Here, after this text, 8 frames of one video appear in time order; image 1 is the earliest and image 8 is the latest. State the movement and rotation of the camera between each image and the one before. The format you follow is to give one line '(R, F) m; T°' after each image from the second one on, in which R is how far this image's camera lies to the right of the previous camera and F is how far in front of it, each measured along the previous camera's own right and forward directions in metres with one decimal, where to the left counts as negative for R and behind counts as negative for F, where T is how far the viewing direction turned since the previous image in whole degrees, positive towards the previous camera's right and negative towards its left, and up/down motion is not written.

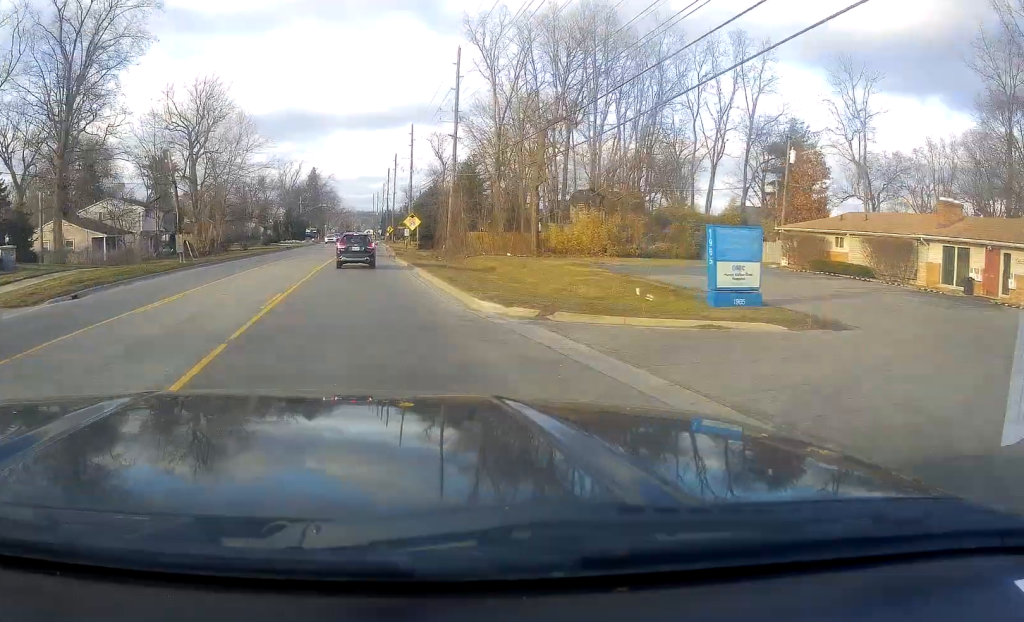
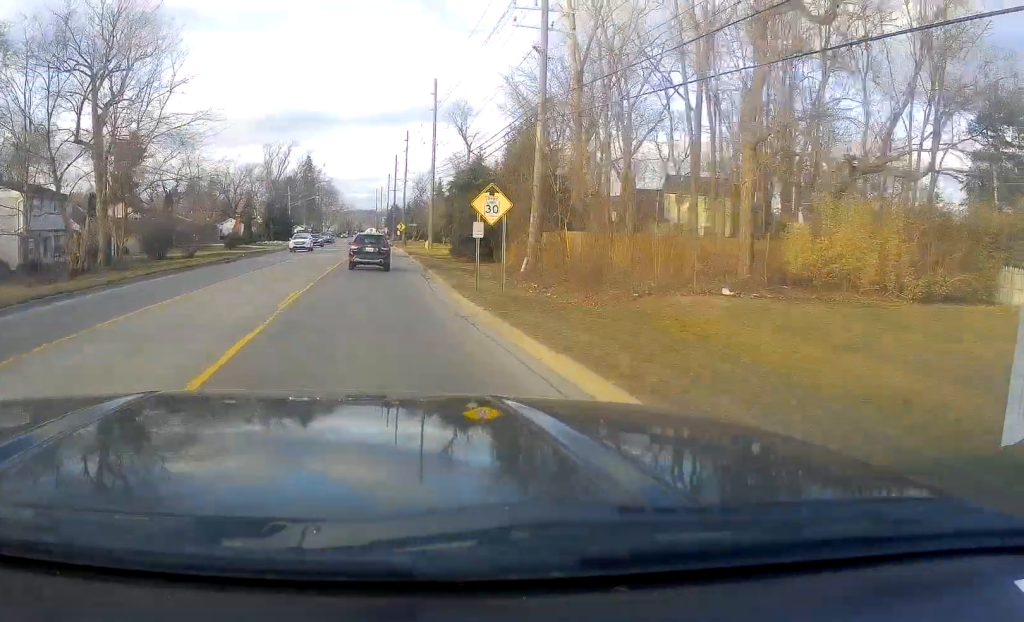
(0.0, +29.7) m; 0°
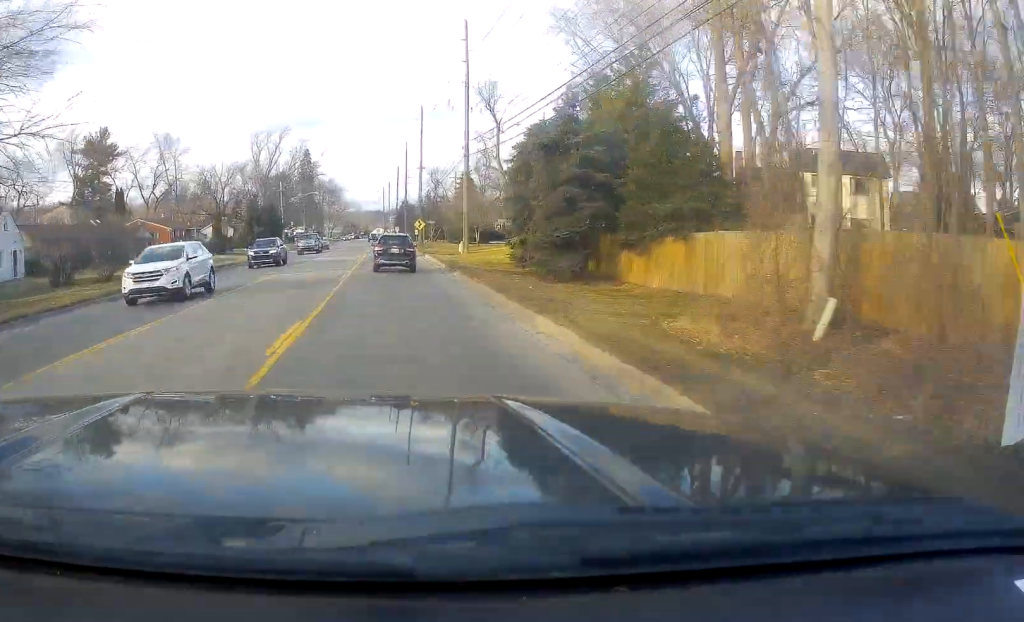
(-0.1, +21.5) m; -1°
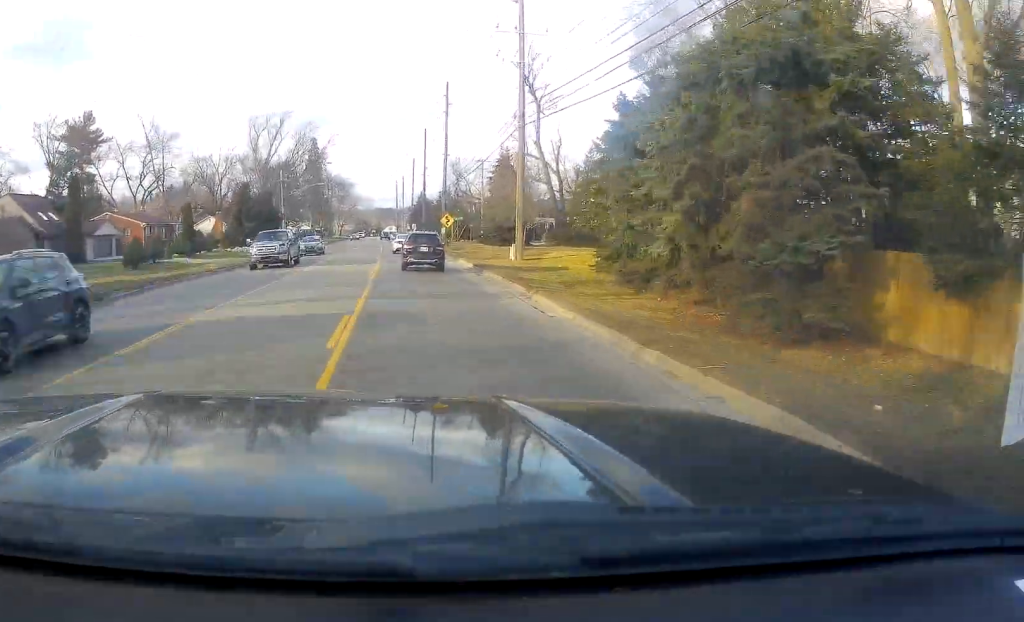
(-0.3, +14.7) m; 0°
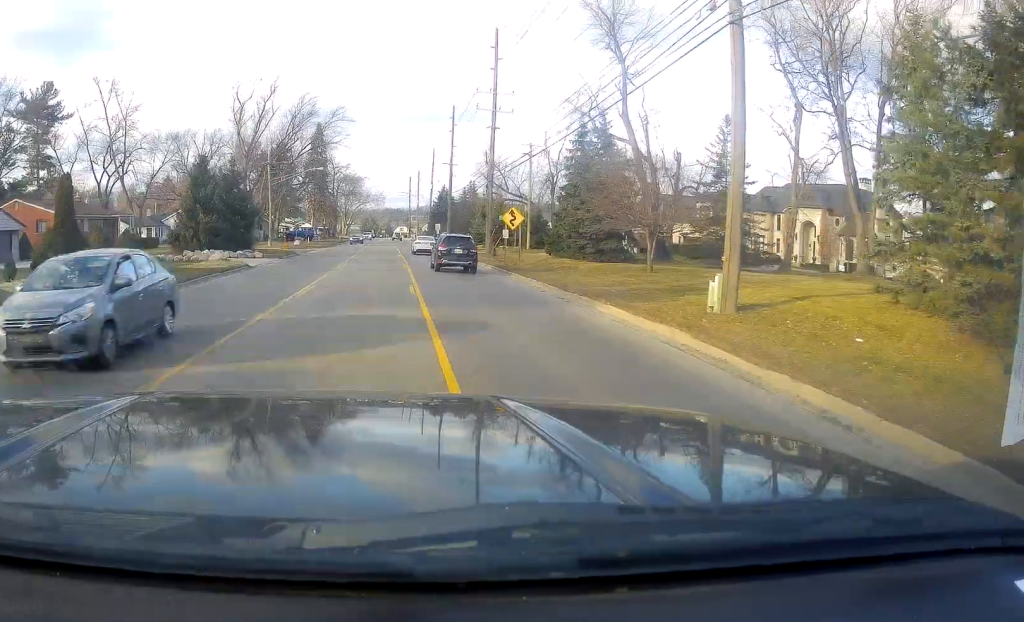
(-0.2, +22.9) m; -3°
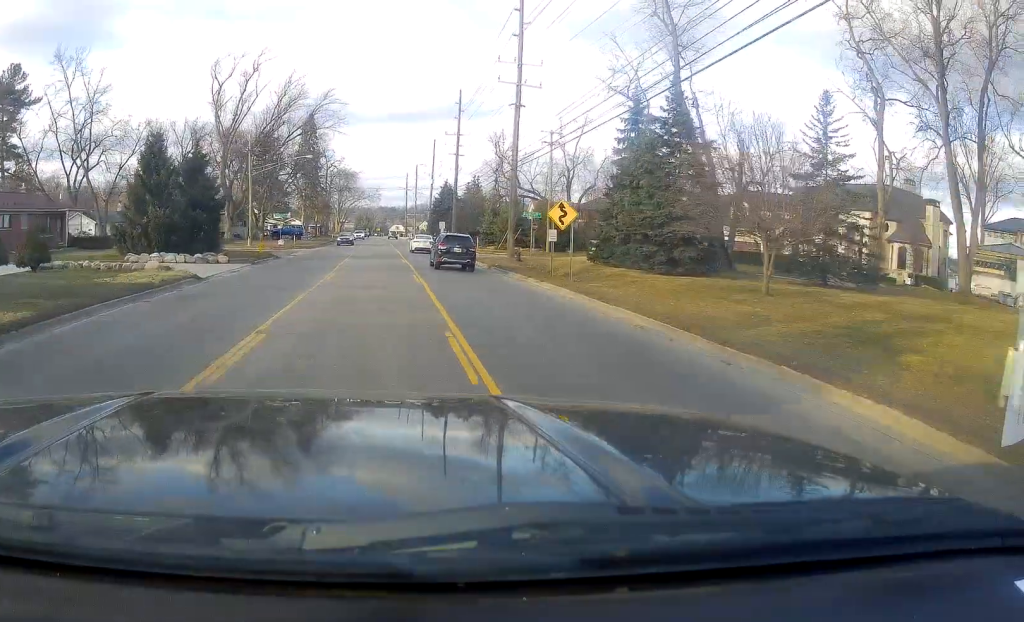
(-0.3, +11.0) m; -2°
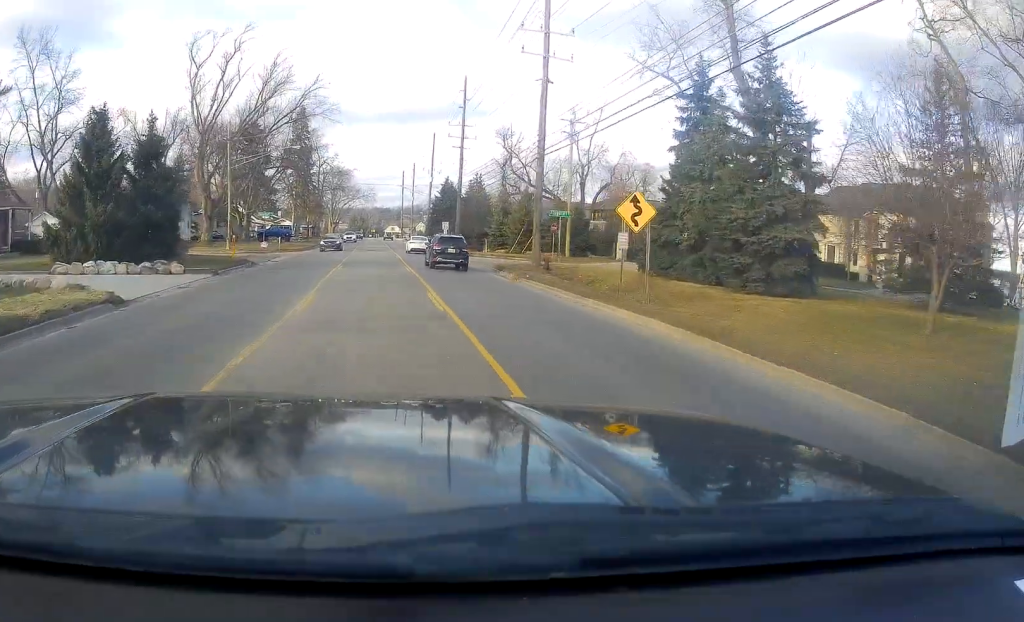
(-0.1, +8.5) m; +1°
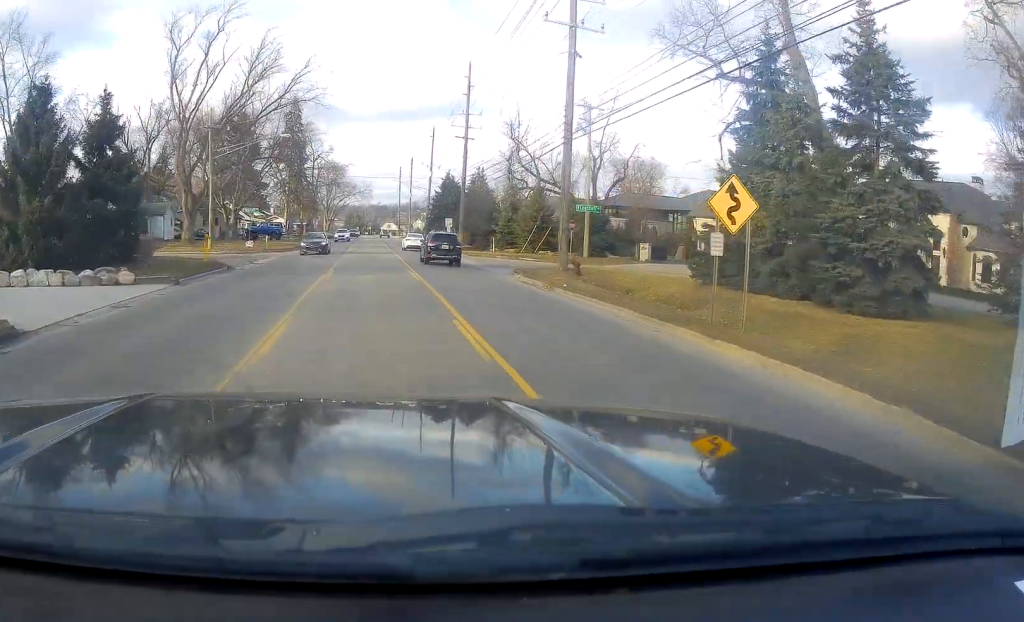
(-0.1, +6.3) m; +1°
